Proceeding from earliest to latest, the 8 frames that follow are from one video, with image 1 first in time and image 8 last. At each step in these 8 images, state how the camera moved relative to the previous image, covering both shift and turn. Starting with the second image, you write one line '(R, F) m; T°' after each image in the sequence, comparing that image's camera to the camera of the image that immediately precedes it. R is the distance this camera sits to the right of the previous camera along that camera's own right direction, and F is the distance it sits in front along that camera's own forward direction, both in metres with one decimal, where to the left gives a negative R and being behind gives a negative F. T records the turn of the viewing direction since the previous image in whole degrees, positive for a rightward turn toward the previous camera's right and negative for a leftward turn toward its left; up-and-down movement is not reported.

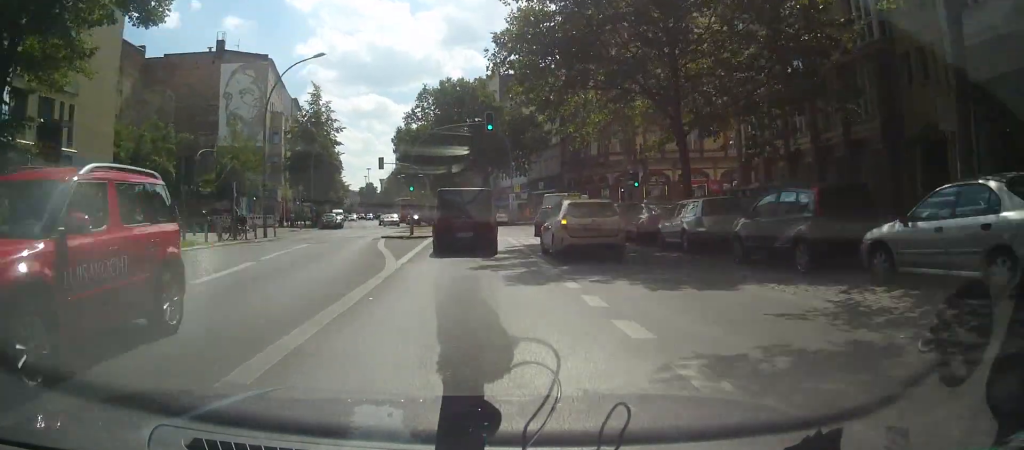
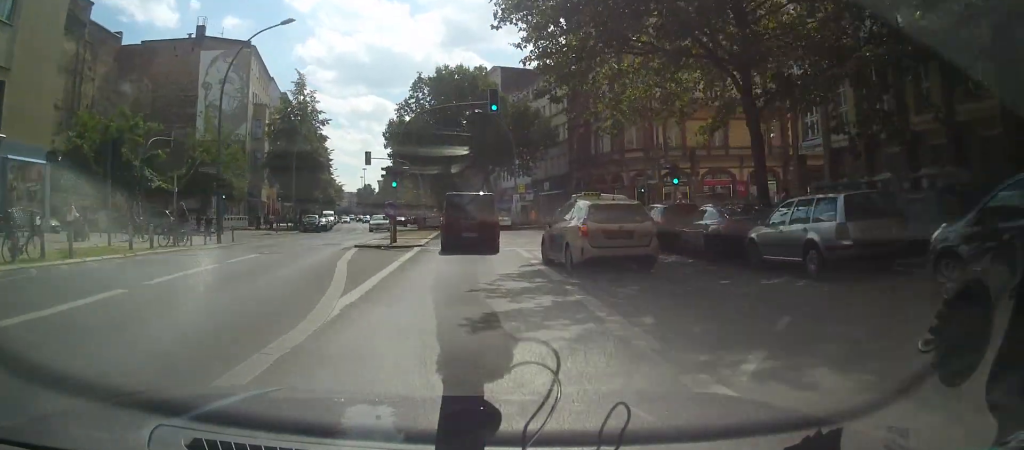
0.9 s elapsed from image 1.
(+0.4, +6.5) m; +2°
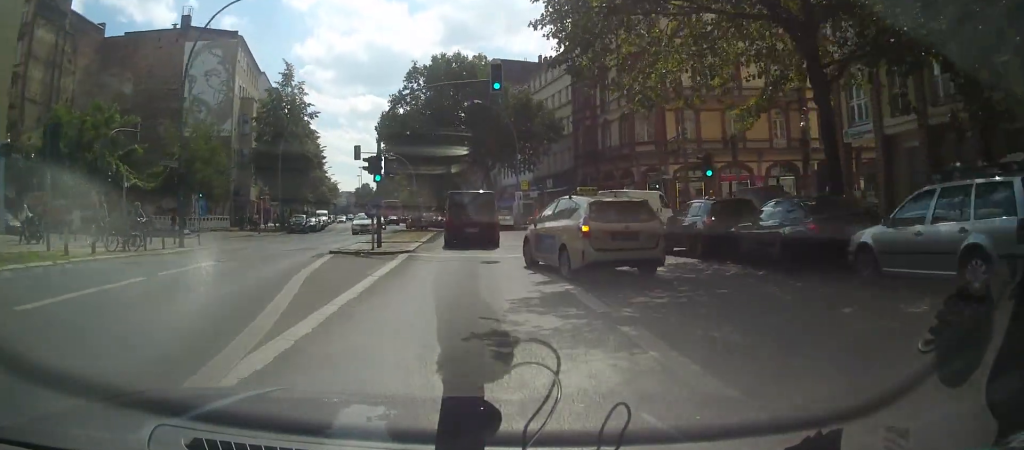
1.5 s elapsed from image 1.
(0.0, +4.0) m; 0°
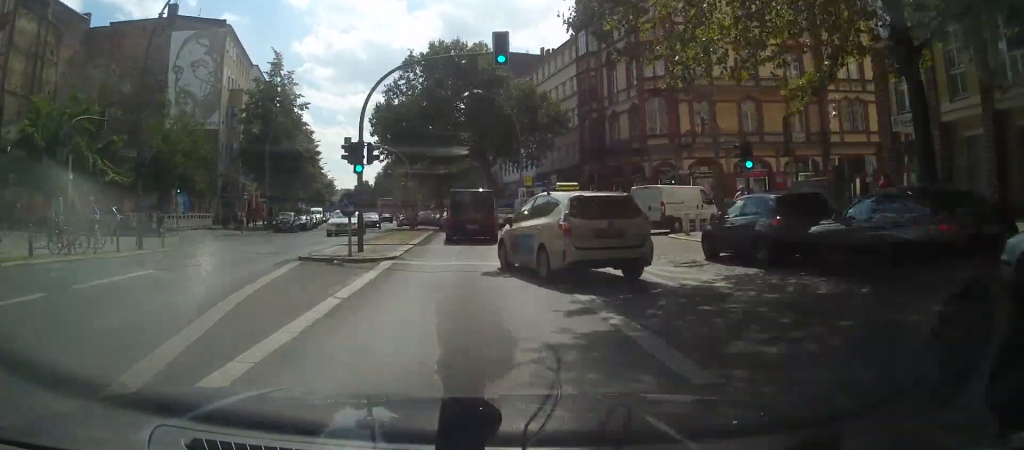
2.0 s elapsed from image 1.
(-0.1, +3.5) m; -1°
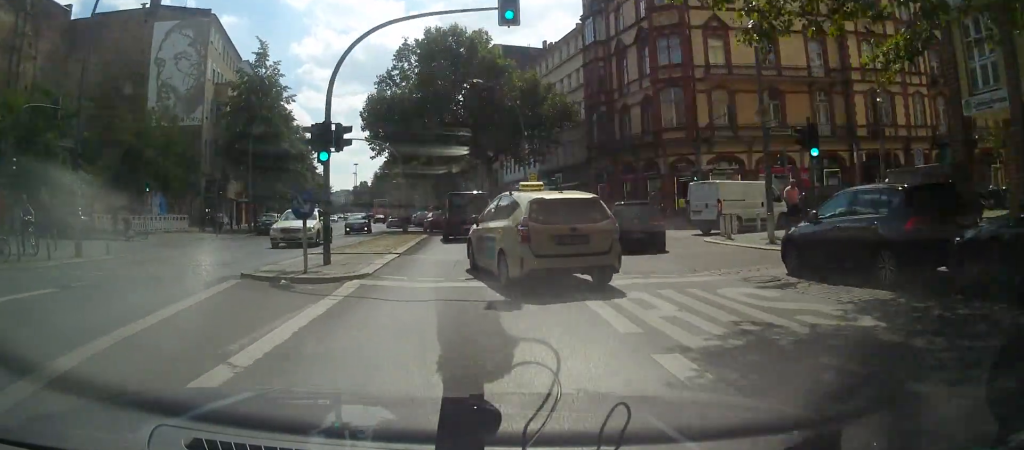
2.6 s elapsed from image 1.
(0.0, +4.1) m; 0°
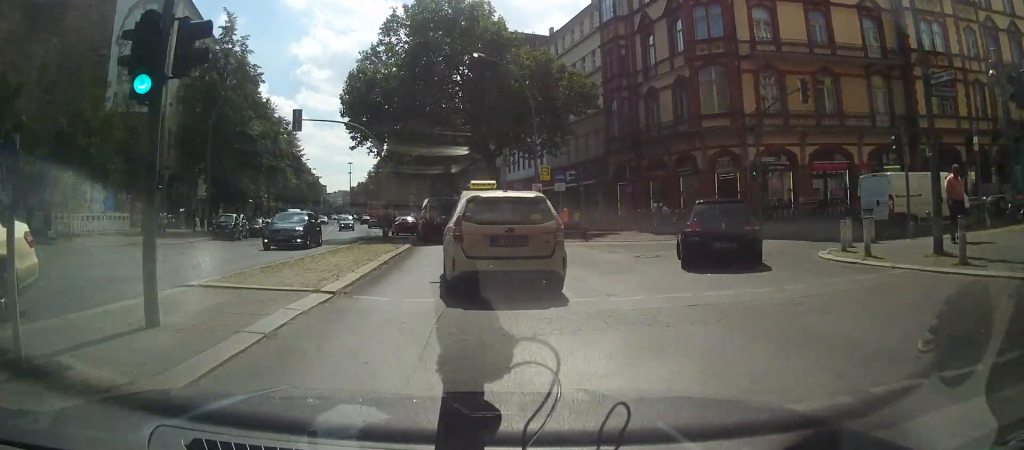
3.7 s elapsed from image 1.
(0.0, +7.8) m; 0°
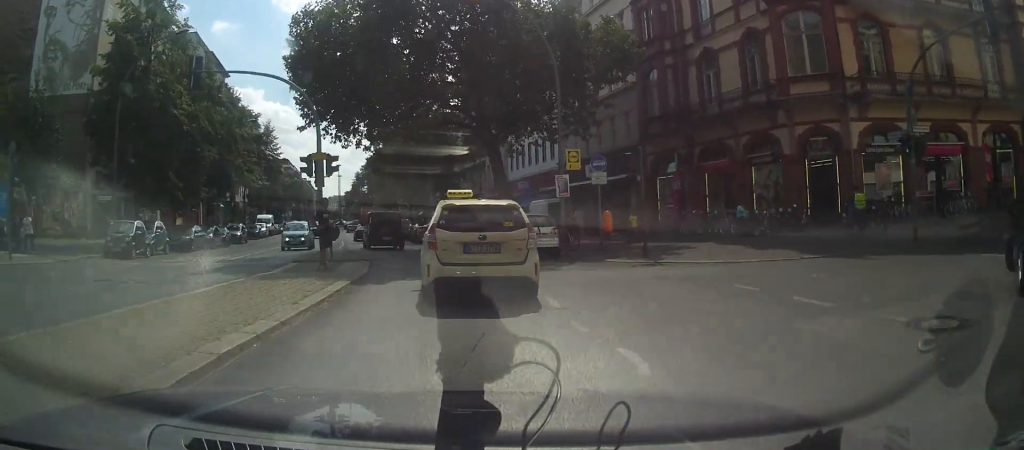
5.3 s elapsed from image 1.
(-0.1, +11.0) m; -2°
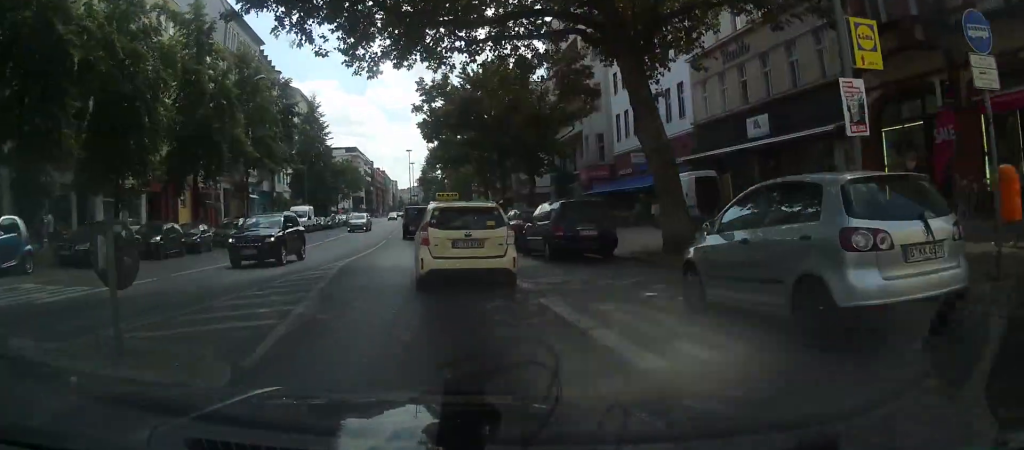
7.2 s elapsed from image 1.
(-0.9, +15.5) m; -6°
